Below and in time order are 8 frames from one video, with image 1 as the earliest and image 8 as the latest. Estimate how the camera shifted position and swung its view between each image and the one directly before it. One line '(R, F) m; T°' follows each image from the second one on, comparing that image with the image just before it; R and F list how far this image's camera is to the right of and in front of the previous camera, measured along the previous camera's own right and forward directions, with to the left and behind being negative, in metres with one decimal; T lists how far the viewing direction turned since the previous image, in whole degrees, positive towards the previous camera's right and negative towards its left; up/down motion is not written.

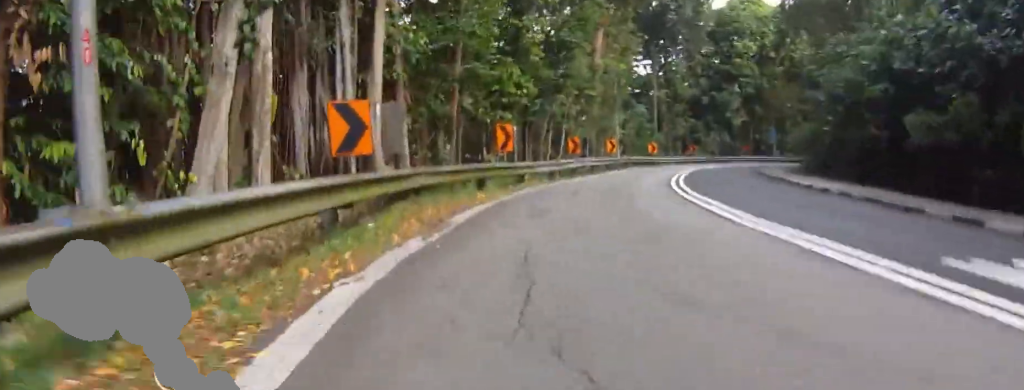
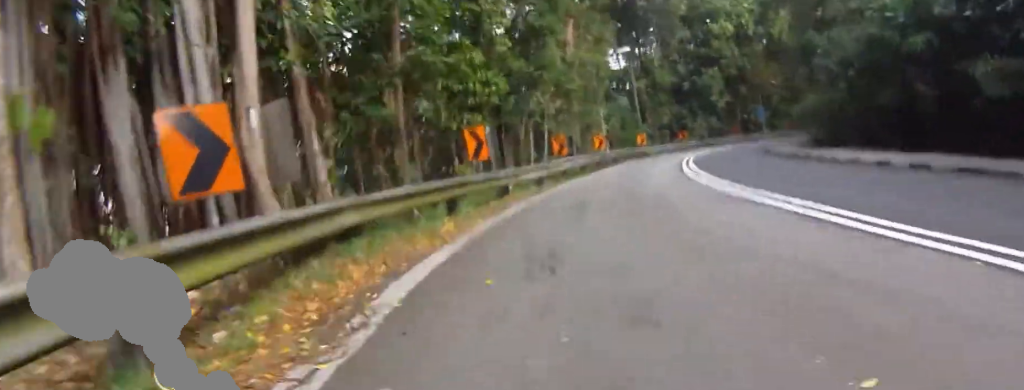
(+0.2, +3.4) m; +6°
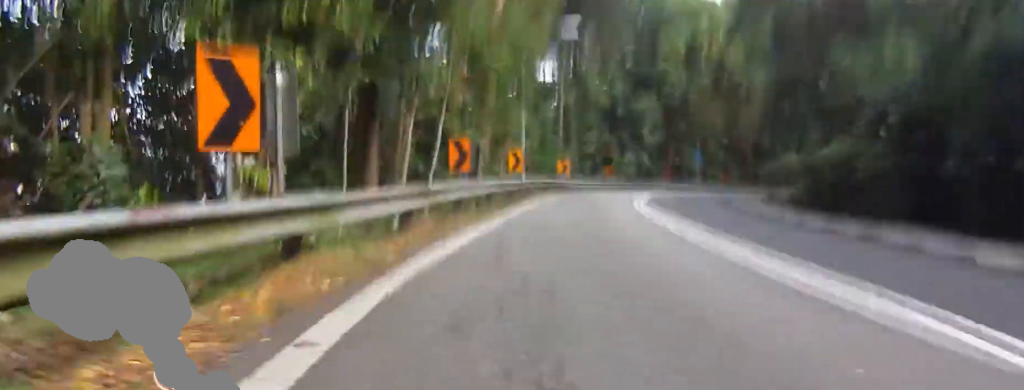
(+1.7, +8.6) m; +15°
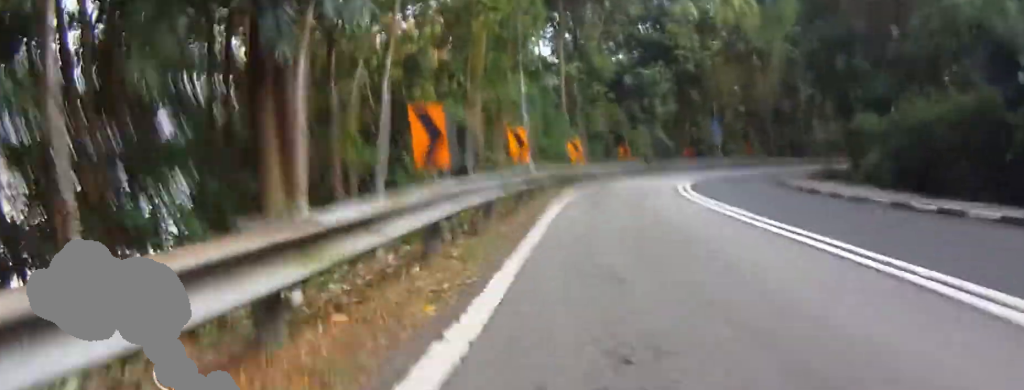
(+0.2, +5.3) m; +5°
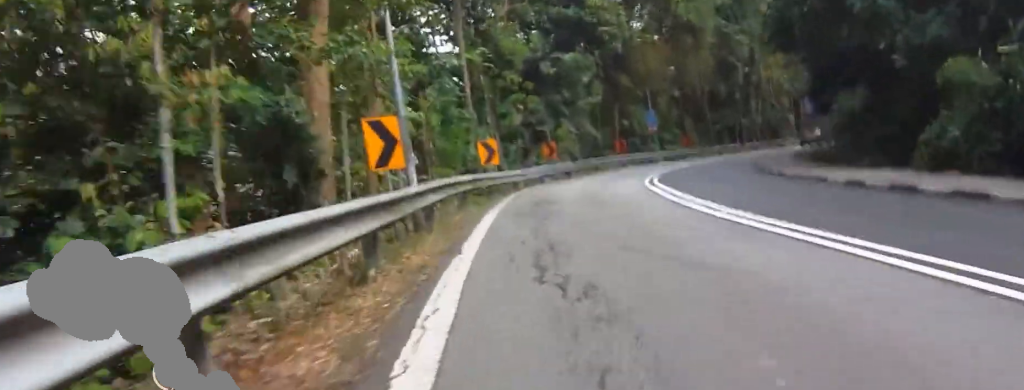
(+0.5, +7.8) m; +11°
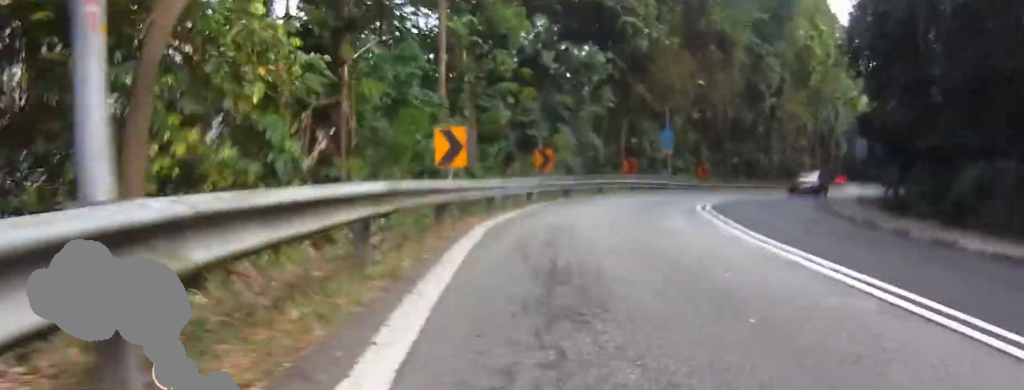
(+0.9, +7.7) m; +7°
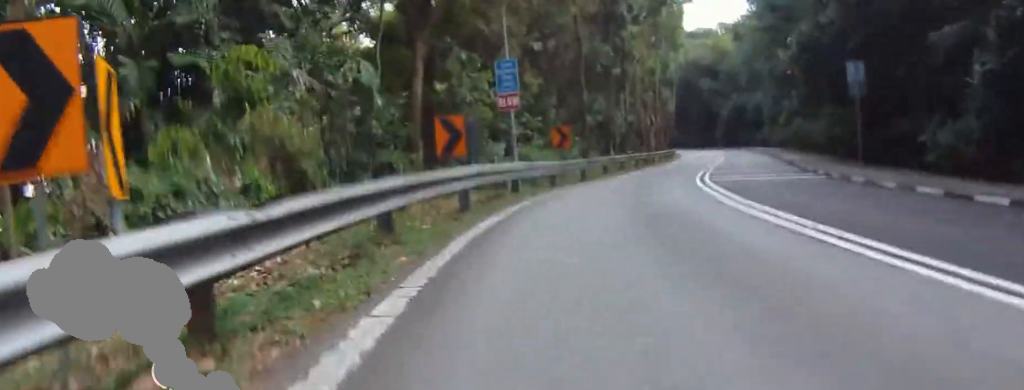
(+0.1, +16.8) m; +2°
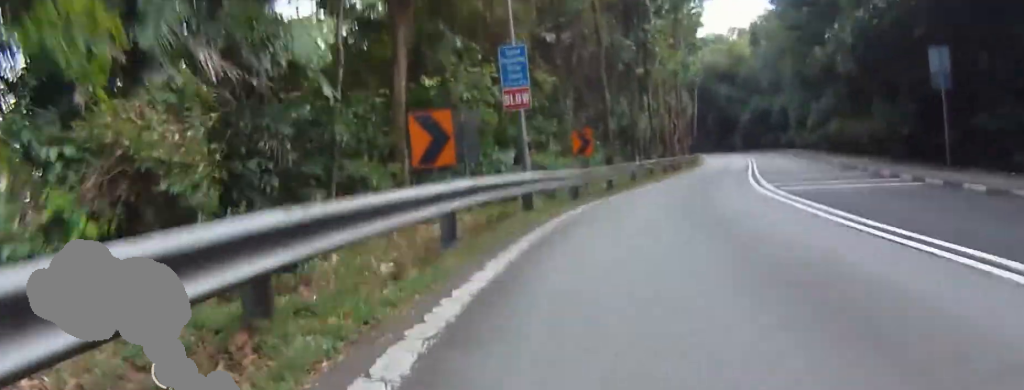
(0.0, +3.6) m; +3°
